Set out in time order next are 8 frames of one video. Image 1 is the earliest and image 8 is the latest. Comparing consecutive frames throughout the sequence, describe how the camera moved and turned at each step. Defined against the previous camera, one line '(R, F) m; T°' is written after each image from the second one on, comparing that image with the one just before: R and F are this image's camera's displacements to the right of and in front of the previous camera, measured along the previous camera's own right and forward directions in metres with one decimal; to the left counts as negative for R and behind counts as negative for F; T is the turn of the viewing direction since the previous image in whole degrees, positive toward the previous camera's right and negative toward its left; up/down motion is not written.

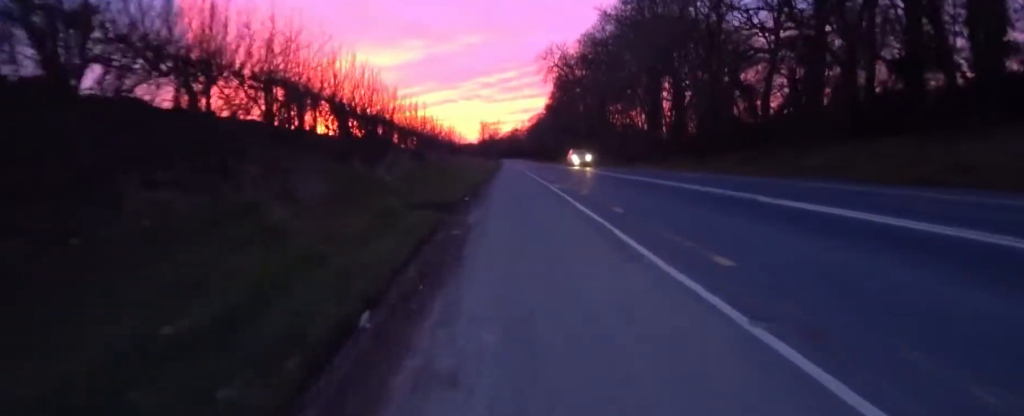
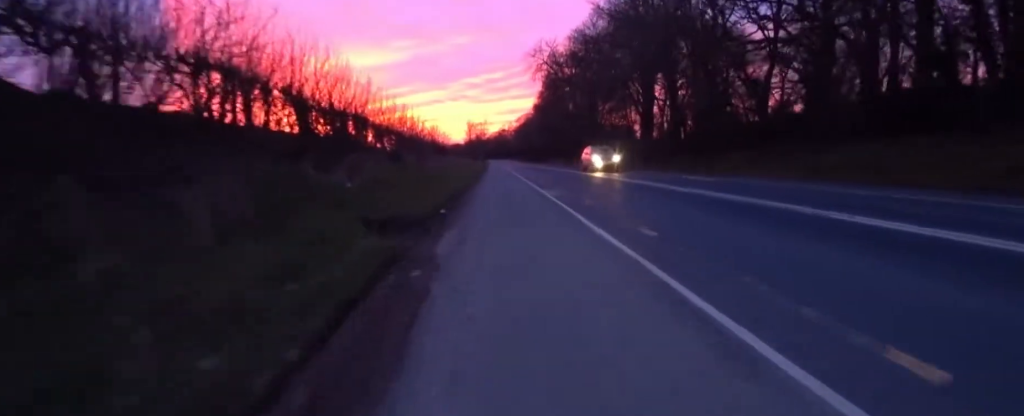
(-0.3, +2.1) m; +1°
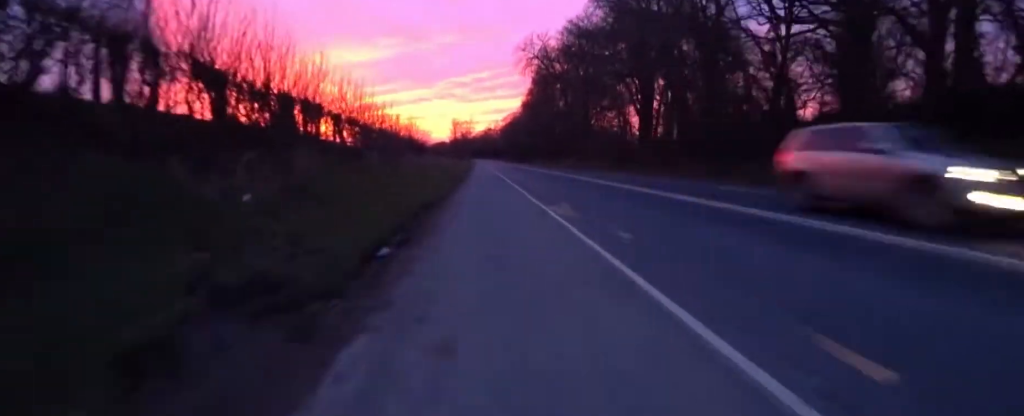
(+1.1, +3.6) m; +8°
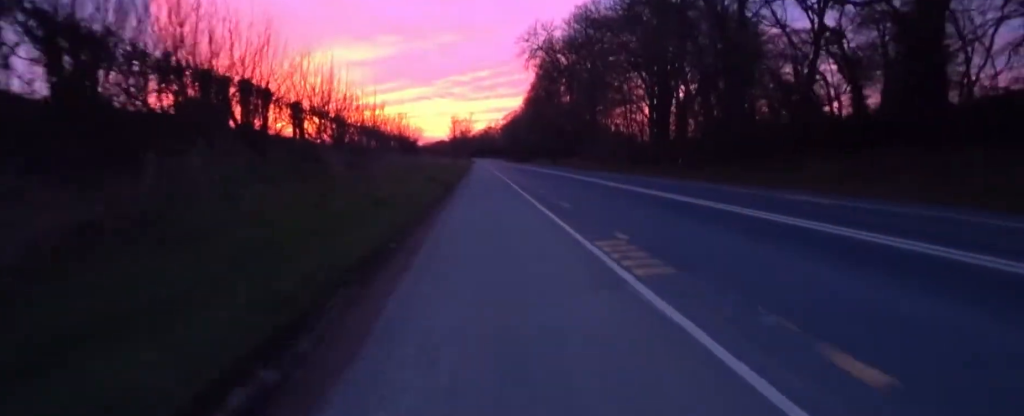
(-0.2, +4.0) m; -3°
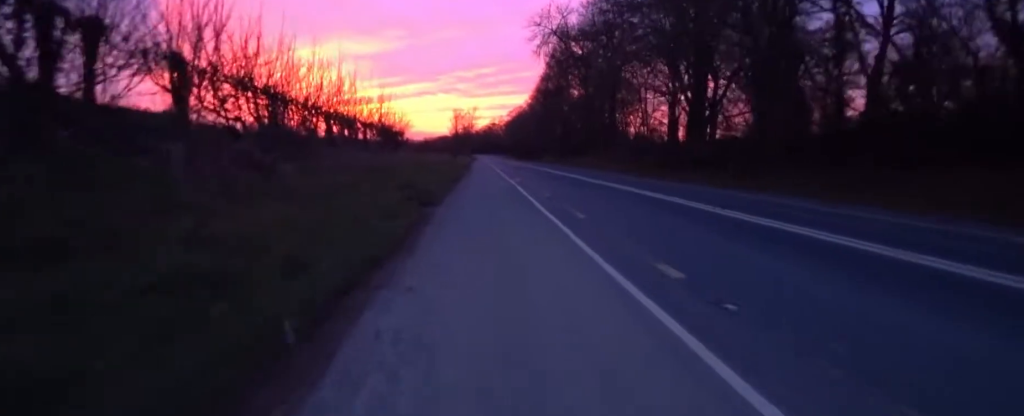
(-0.3, +5.9) m; -3°
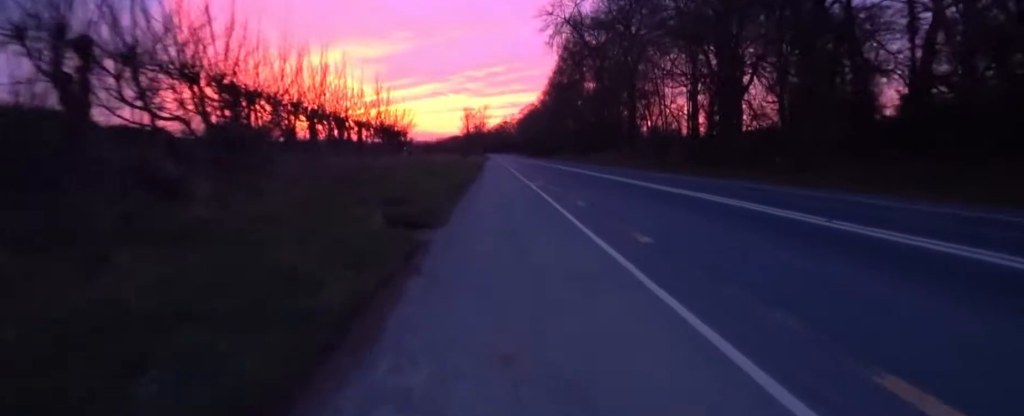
(0.0, +2.5) m; 0°
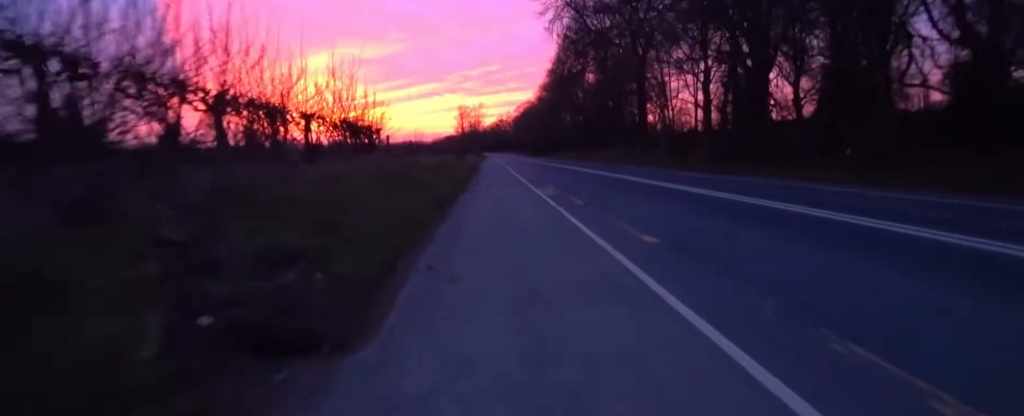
(0.0, +4.3) m; +2°
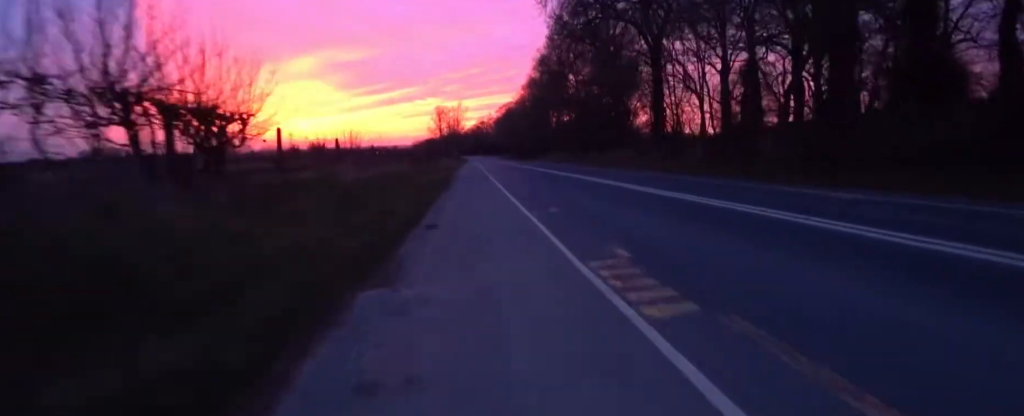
(+0.3, +8.1) m; +2°
